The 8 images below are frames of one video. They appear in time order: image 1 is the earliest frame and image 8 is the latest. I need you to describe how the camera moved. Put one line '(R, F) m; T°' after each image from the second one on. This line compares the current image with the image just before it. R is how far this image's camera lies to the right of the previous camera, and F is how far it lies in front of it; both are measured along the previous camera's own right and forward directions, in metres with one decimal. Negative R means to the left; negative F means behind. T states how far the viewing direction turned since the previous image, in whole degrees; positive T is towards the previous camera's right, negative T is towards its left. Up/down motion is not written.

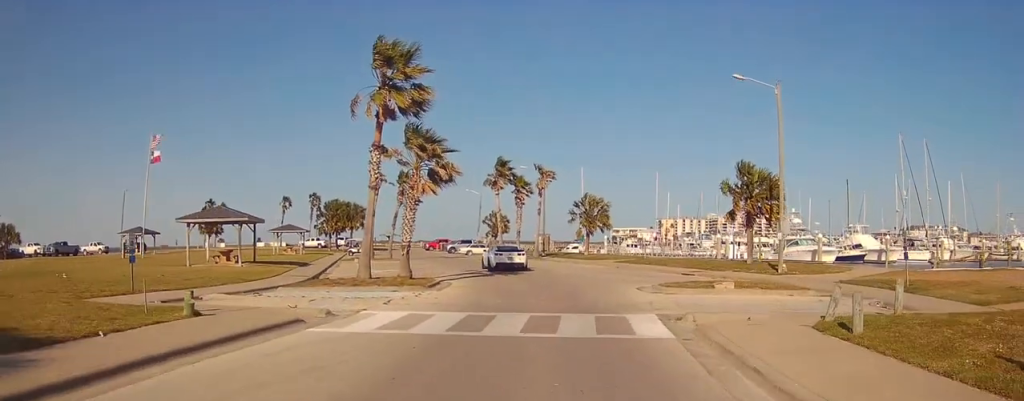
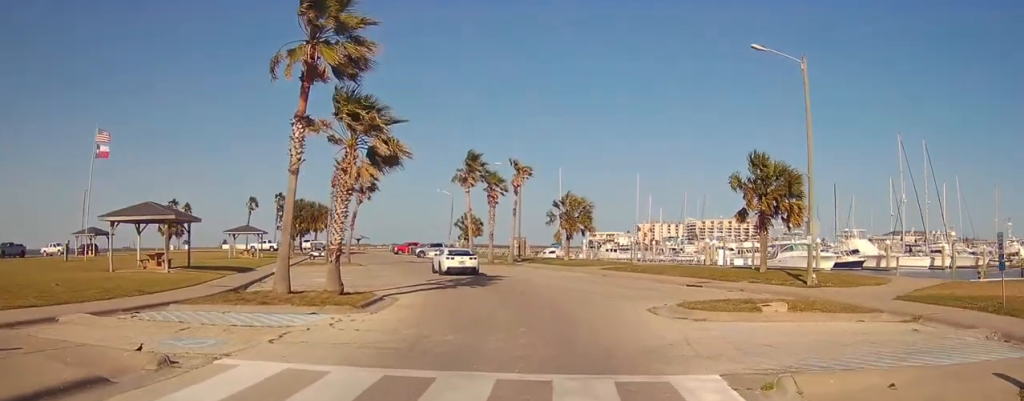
(-0.1, +6.0) m; -2°
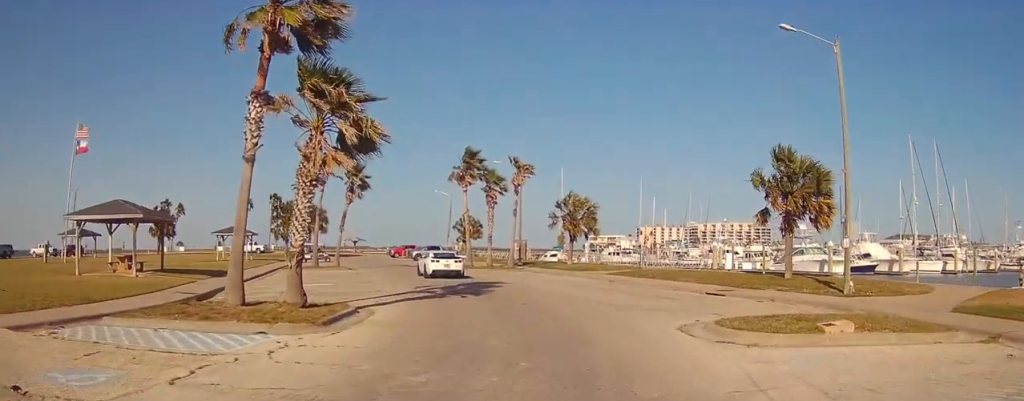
(-0.1, +3.2) m; 0°
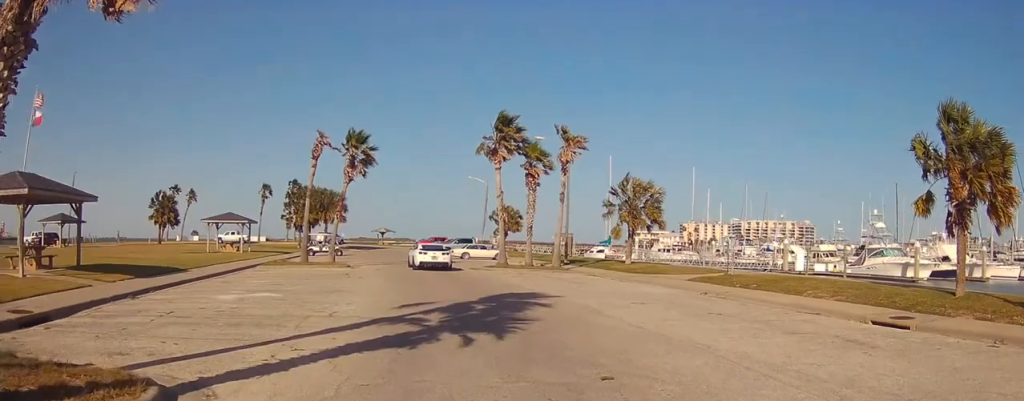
(+0.2, +11.0) m; +2°
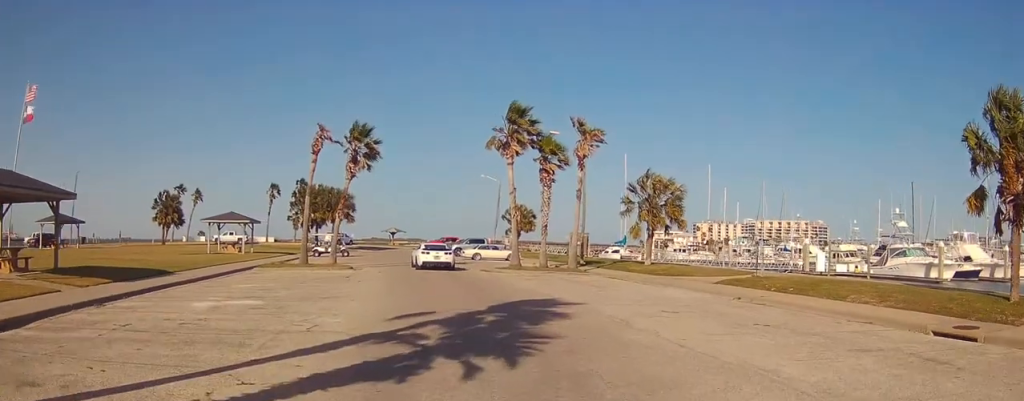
(0.0, +2.4) m; 0°
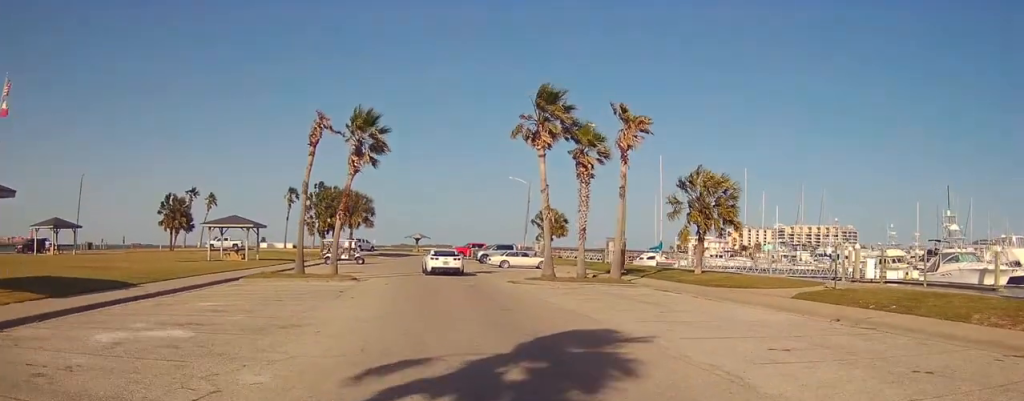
(0.0, +5.2) m; 0°
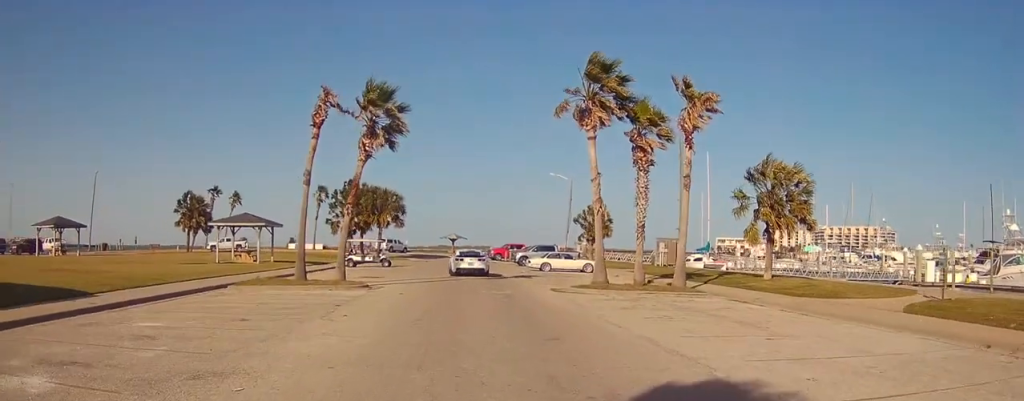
(0.0, +5.0) m; 0°
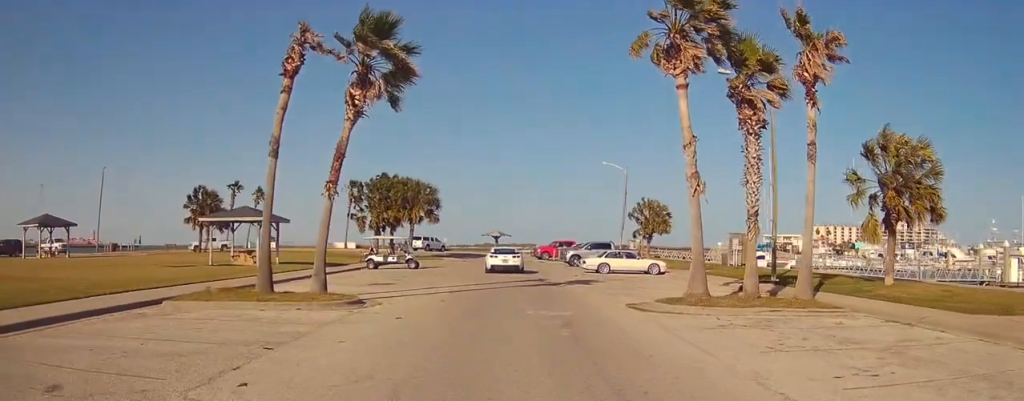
(0.0, +7.7) m; +3°
